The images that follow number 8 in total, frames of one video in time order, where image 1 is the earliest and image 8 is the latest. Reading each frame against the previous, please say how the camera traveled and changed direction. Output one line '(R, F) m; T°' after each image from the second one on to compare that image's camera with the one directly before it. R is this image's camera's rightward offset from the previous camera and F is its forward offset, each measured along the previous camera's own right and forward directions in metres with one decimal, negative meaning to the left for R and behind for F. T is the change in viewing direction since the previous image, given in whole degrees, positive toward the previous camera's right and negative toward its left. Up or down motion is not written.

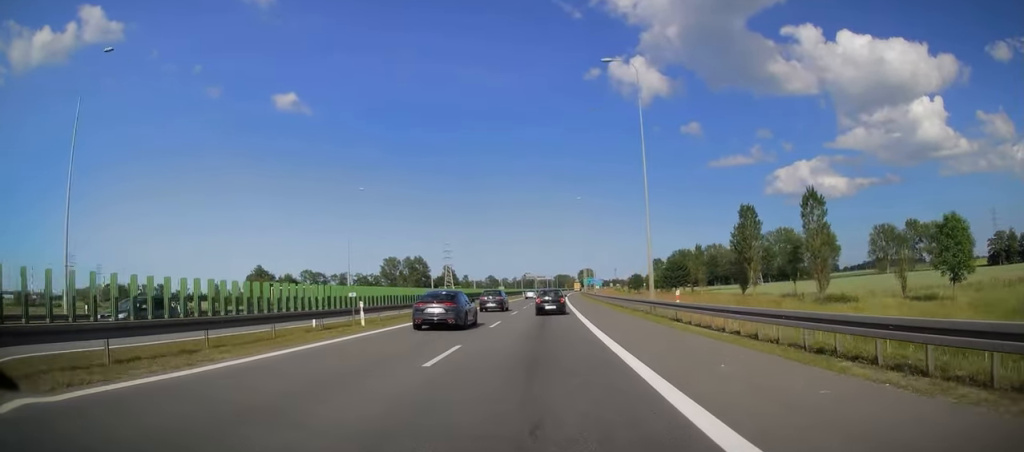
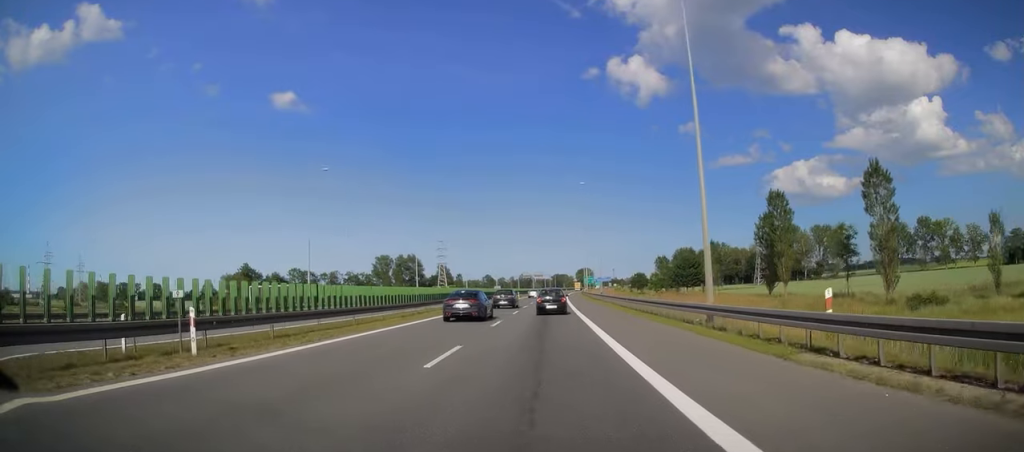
(+0.1, +12.0) m; 0°
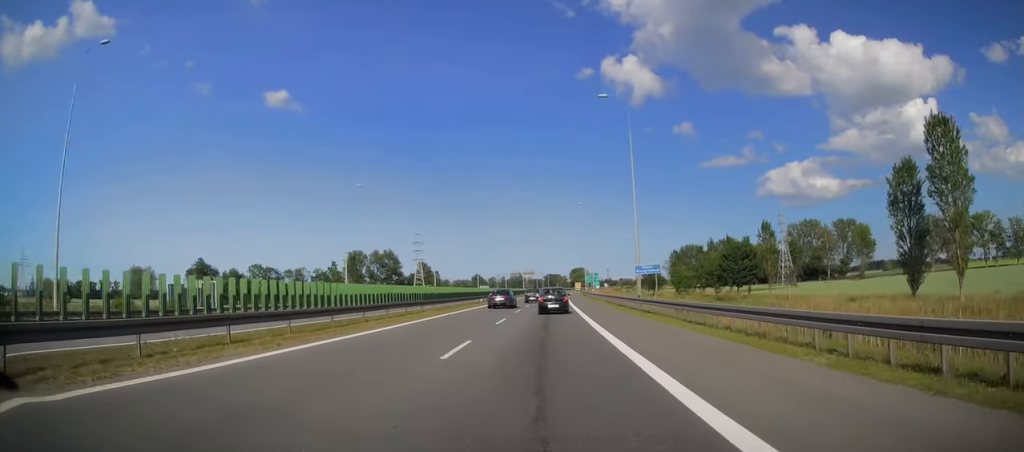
(-0.1, +34.7) m; 0°
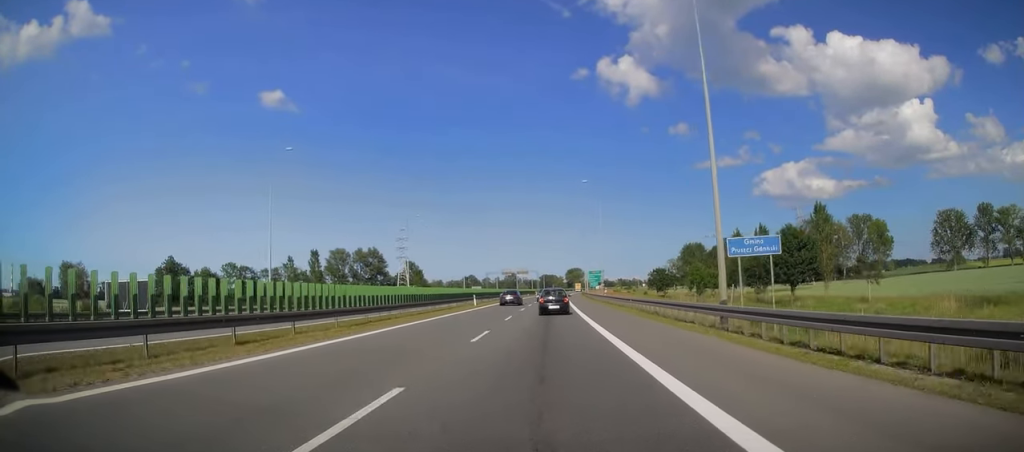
(+0.1, +19.8) m; 0°
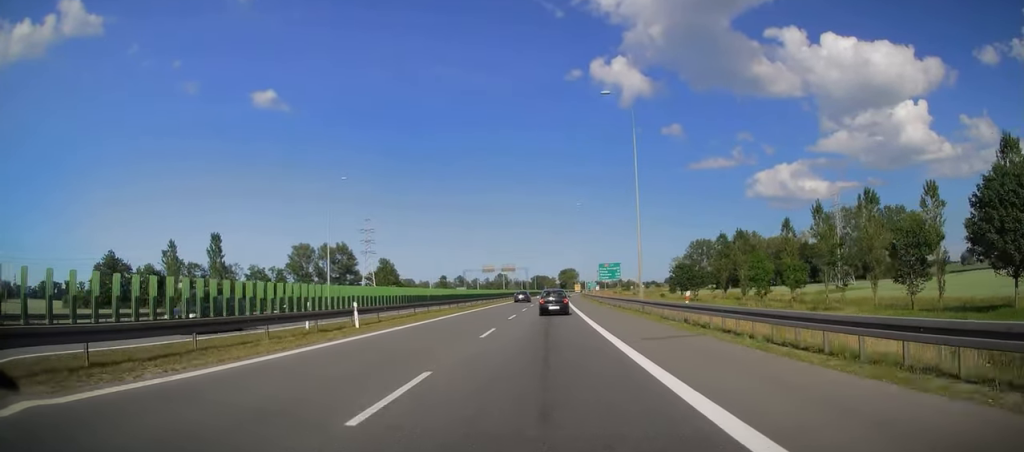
(+0.3, +34.2) m; +1°
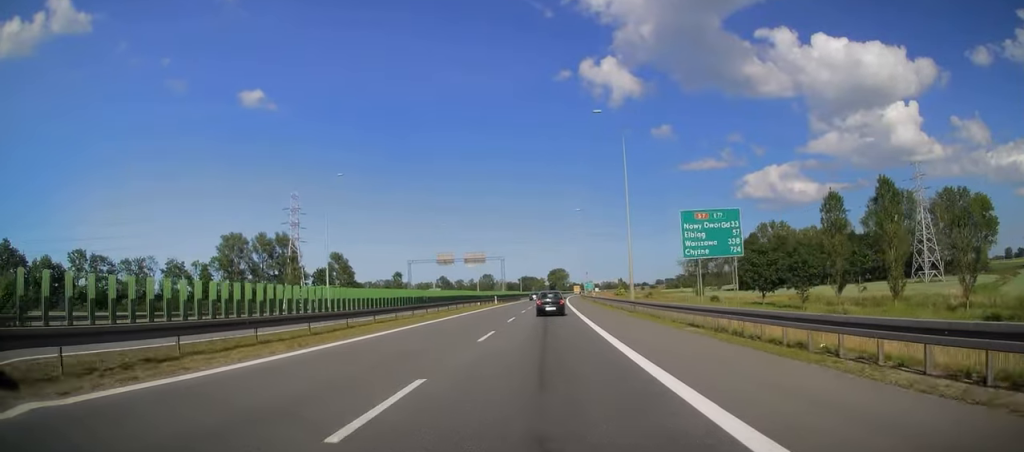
(+0.6, +49.0) m; +2°
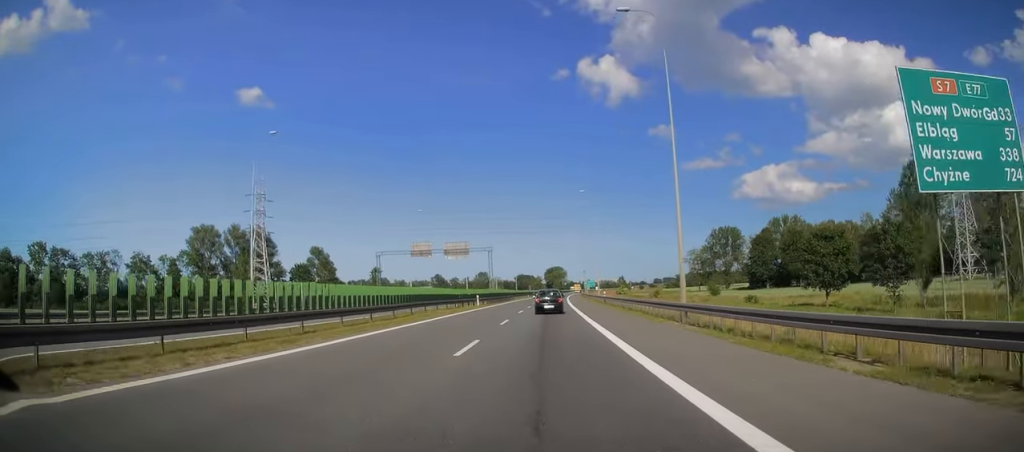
(+0.1, +16.7) m; 0°
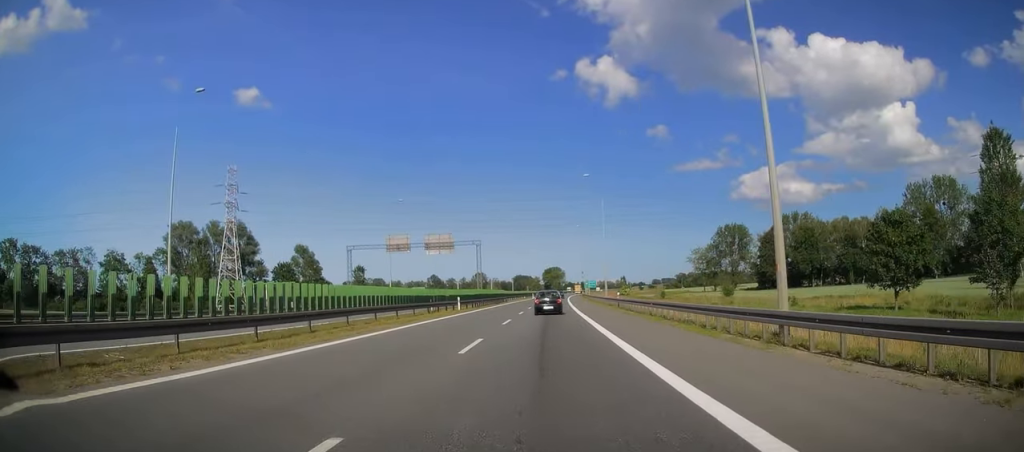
(0.0, +11.4) m; 0°
